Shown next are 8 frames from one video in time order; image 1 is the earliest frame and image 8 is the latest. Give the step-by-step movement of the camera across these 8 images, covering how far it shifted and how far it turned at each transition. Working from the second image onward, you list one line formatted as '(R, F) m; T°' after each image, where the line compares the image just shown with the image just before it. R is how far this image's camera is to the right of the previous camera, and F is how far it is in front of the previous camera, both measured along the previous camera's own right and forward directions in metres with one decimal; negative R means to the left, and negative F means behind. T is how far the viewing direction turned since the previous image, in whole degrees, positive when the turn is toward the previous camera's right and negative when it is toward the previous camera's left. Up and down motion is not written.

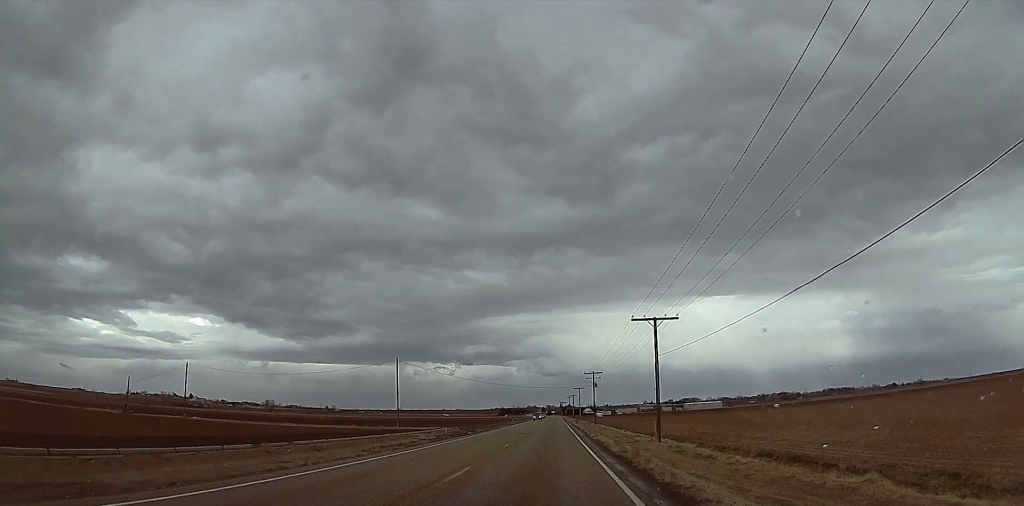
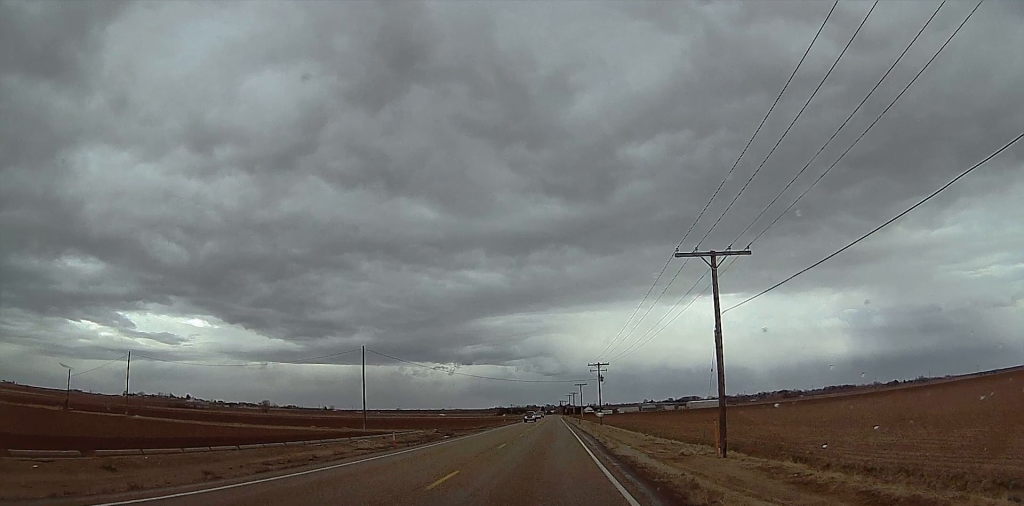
(0.0, +16.7) m; 0°
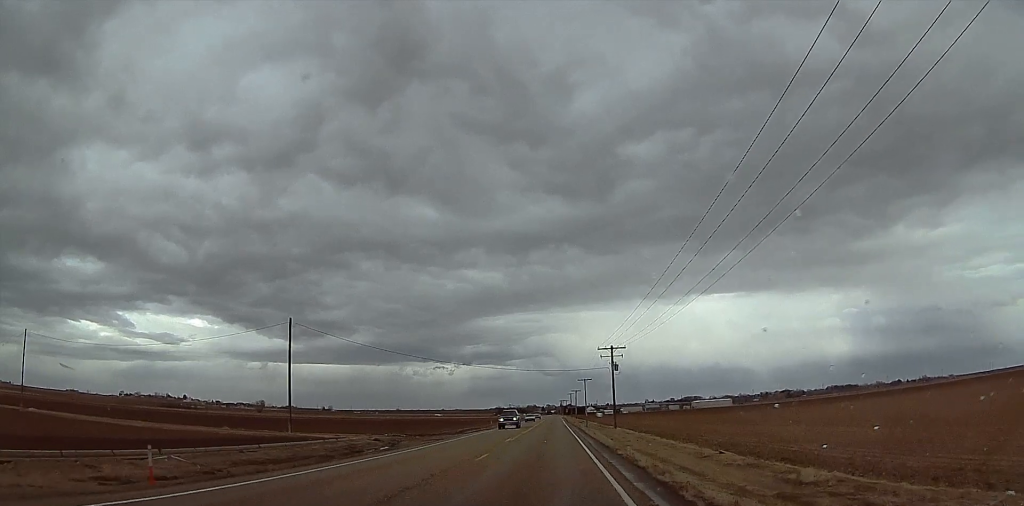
(0.0, +23.1) m; 0°
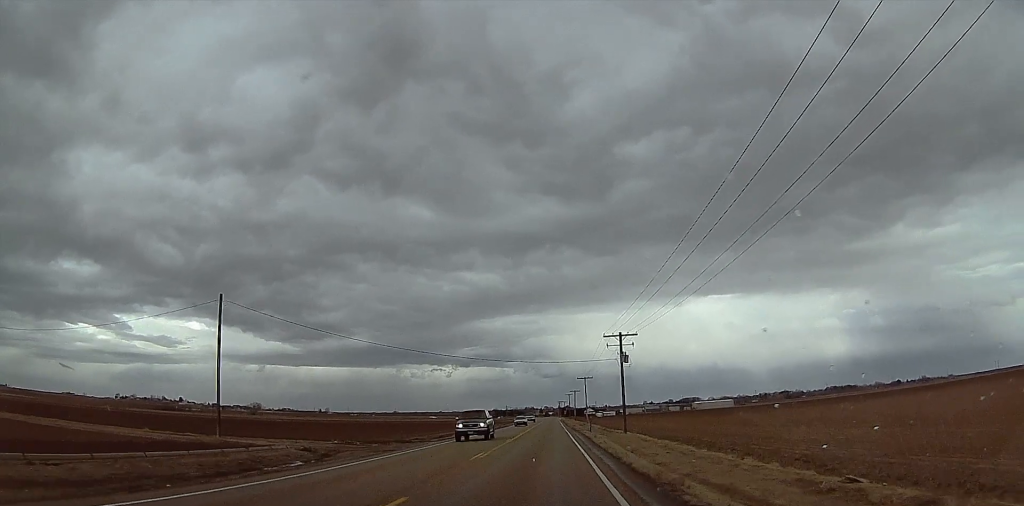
(0.0, +12.8) m; 0°
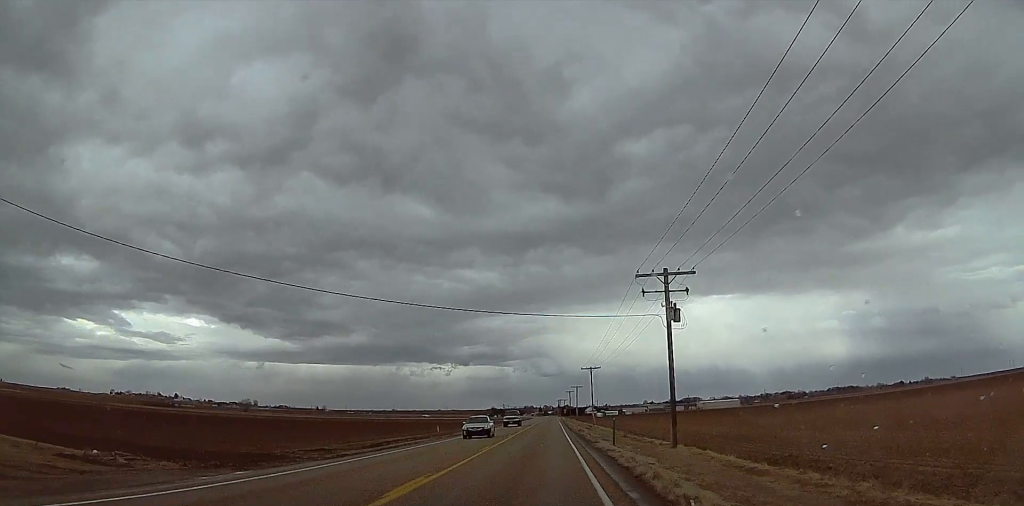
(0.0, +25.5) m; 0°
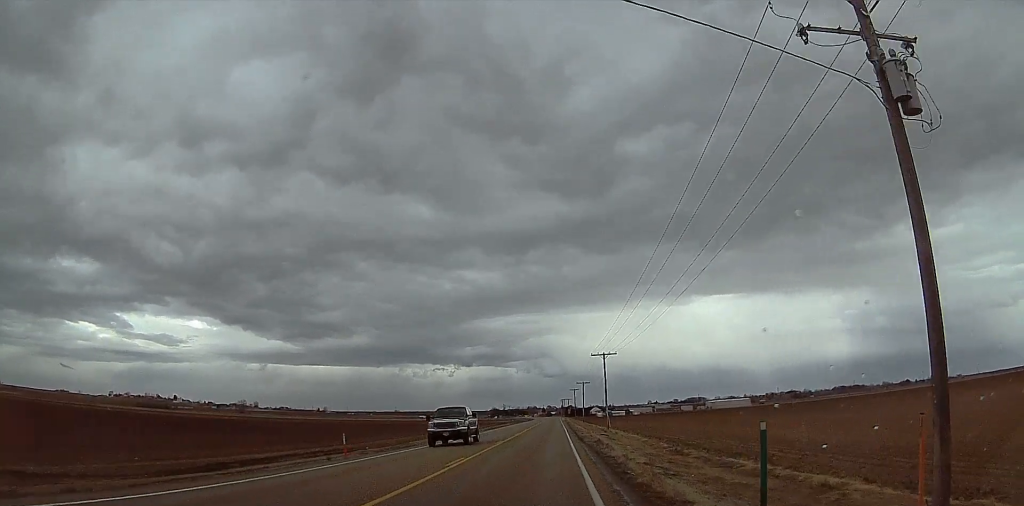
(0.0, +23.9) m; 0°
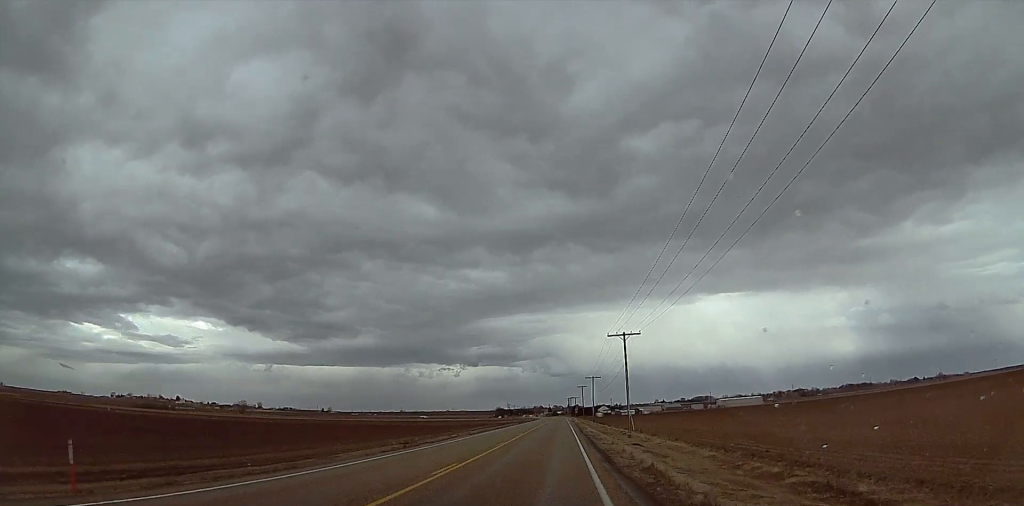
(0.0, +18.4) m; 0°
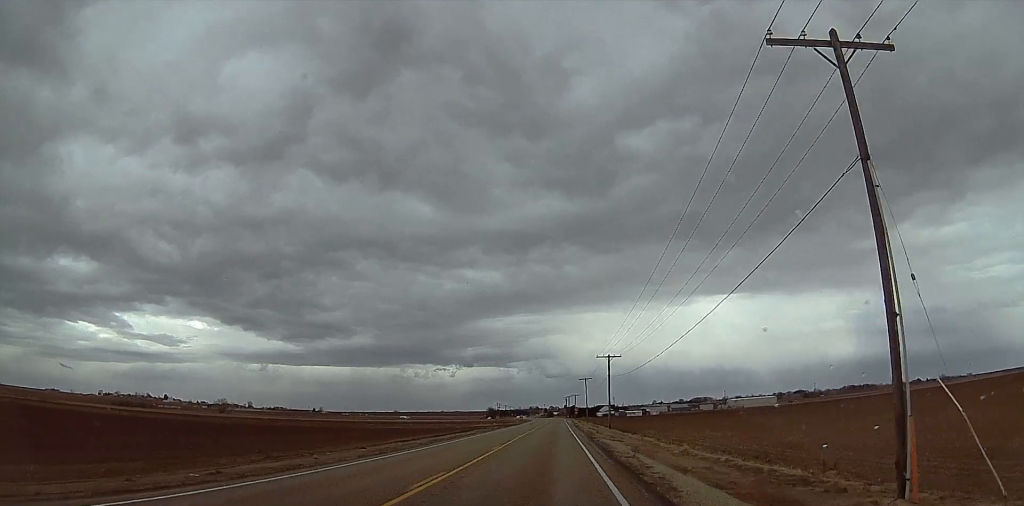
(-0.6, +48.8) m; -4°
